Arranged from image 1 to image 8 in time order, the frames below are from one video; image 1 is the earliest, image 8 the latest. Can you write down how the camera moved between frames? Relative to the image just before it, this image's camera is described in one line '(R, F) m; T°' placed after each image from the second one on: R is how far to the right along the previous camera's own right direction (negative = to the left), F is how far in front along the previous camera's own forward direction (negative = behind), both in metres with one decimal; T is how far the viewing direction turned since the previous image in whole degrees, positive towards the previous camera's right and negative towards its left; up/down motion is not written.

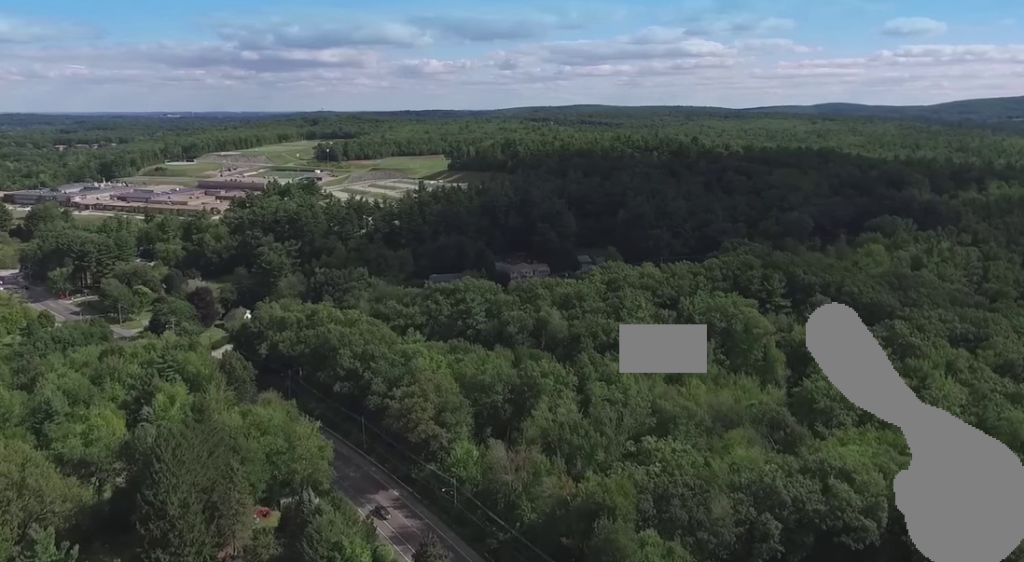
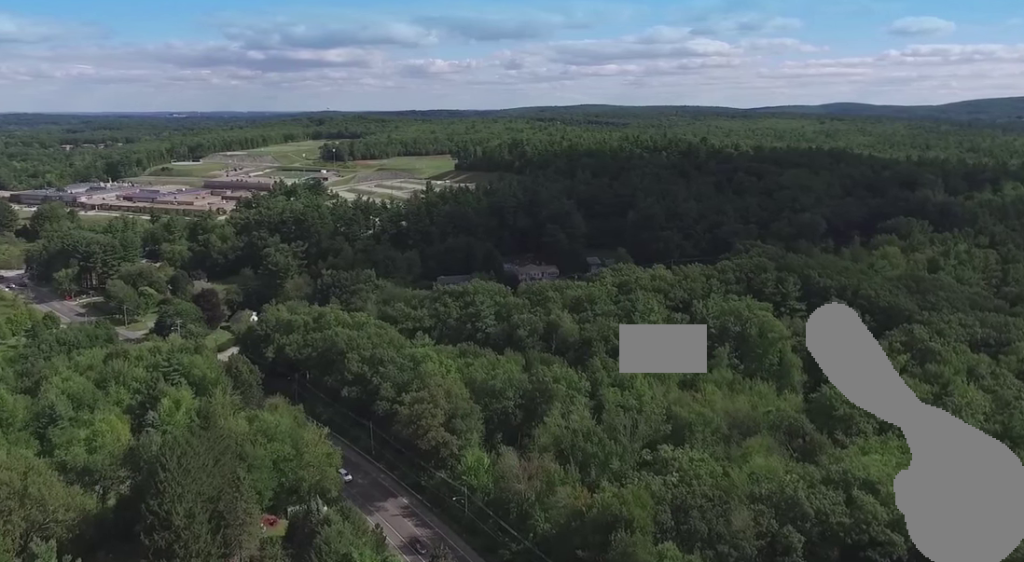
(0.0, +3.6) m; 0°
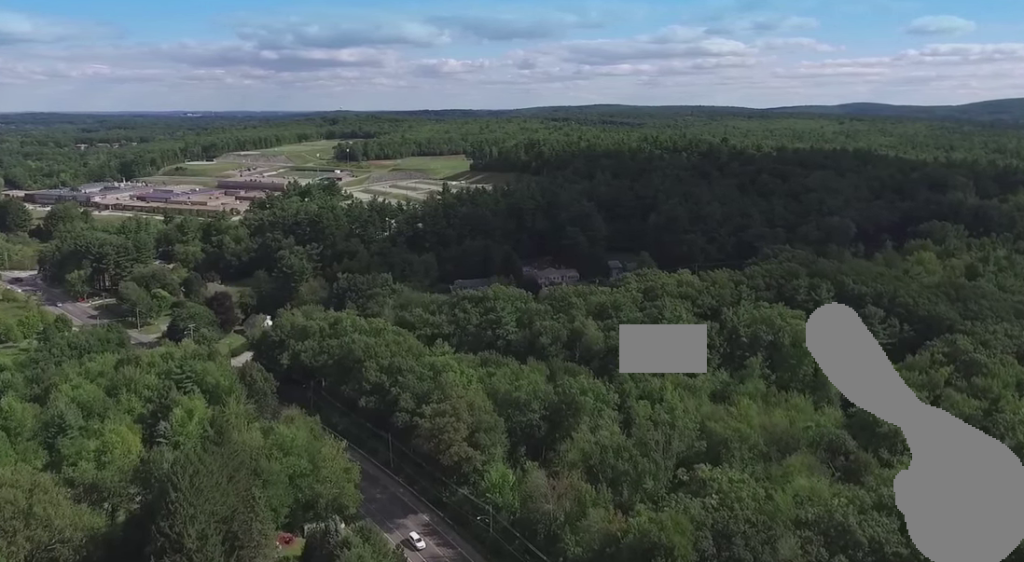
(0.0, +6.6) m; 0°
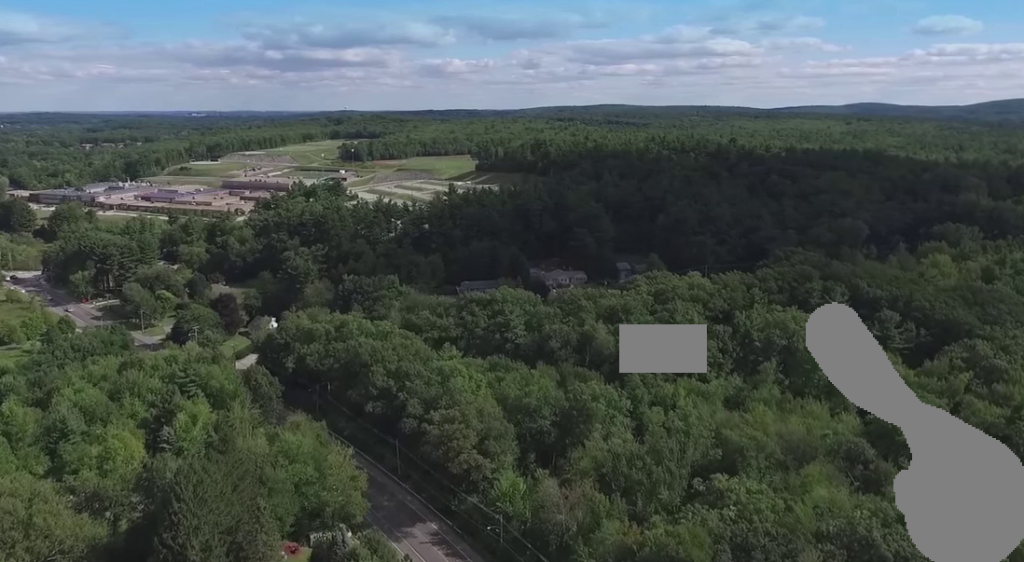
(0.0, +3.3) m; 0°
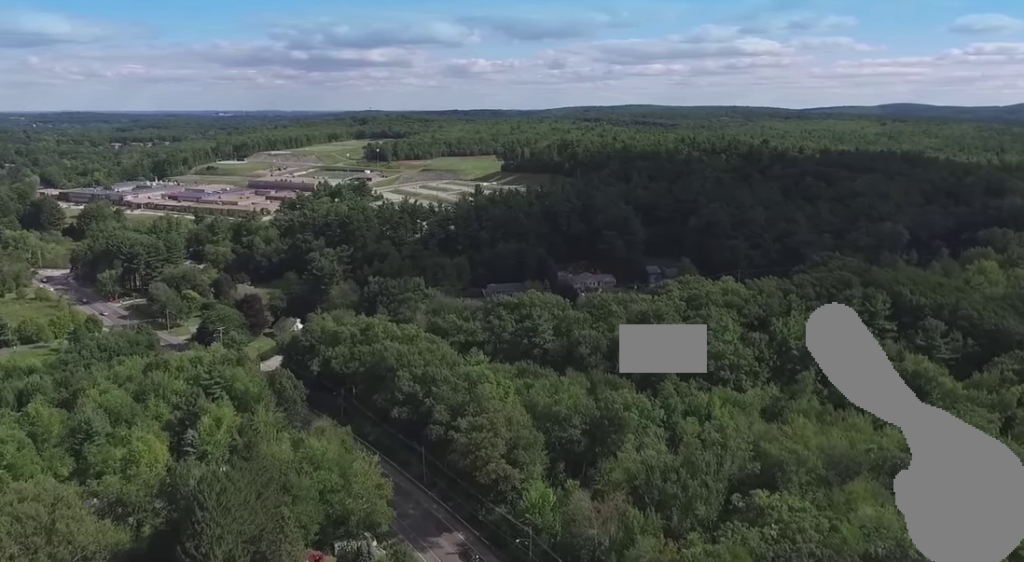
(0.0, +3.7) m; -1°
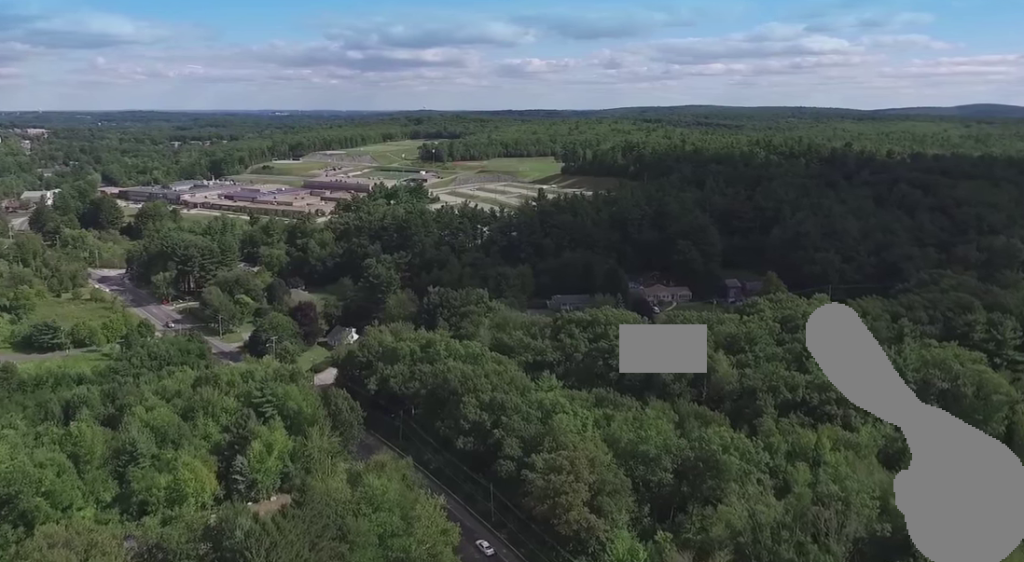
(-0.3, +16.1) m; -3°
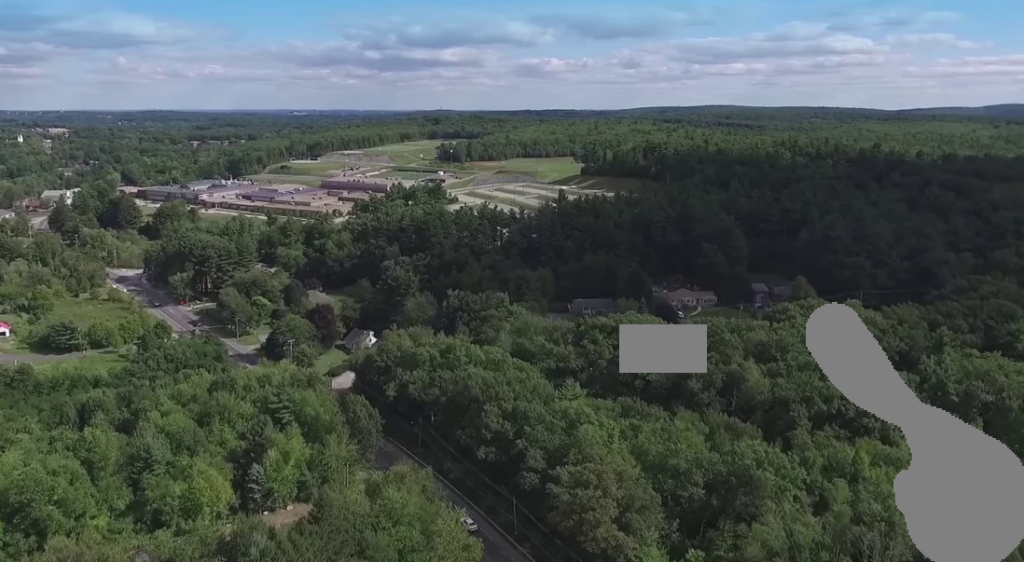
(-0.1, +4.3) m; -1°
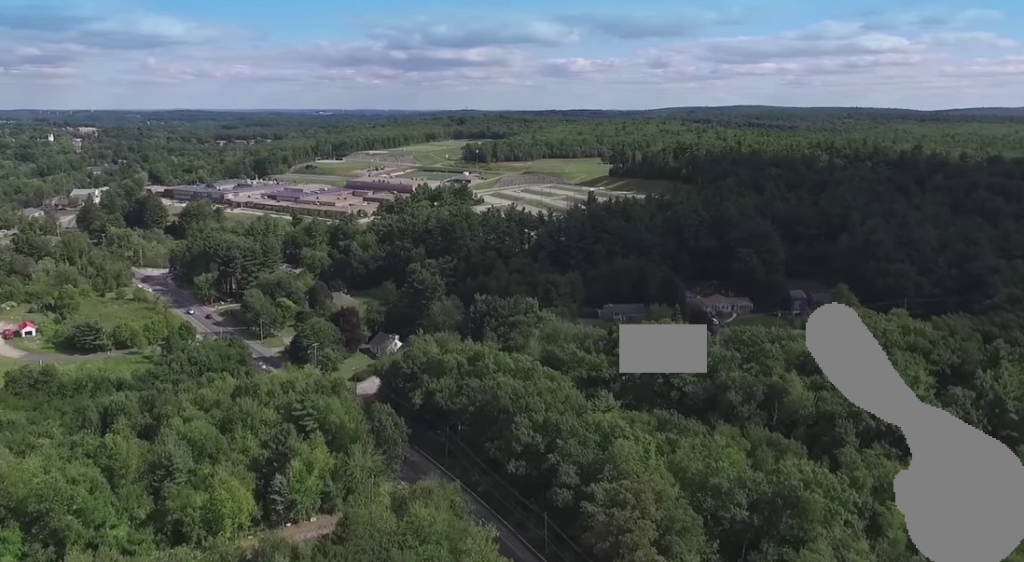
(-0.1, +5.2) m; -2°
